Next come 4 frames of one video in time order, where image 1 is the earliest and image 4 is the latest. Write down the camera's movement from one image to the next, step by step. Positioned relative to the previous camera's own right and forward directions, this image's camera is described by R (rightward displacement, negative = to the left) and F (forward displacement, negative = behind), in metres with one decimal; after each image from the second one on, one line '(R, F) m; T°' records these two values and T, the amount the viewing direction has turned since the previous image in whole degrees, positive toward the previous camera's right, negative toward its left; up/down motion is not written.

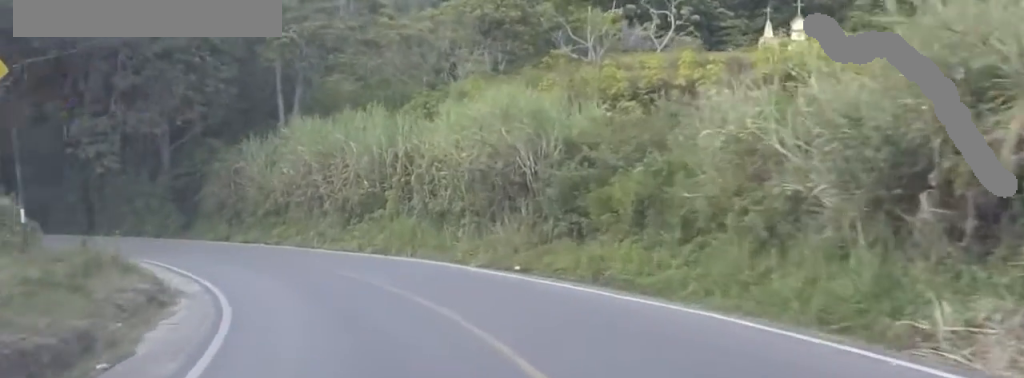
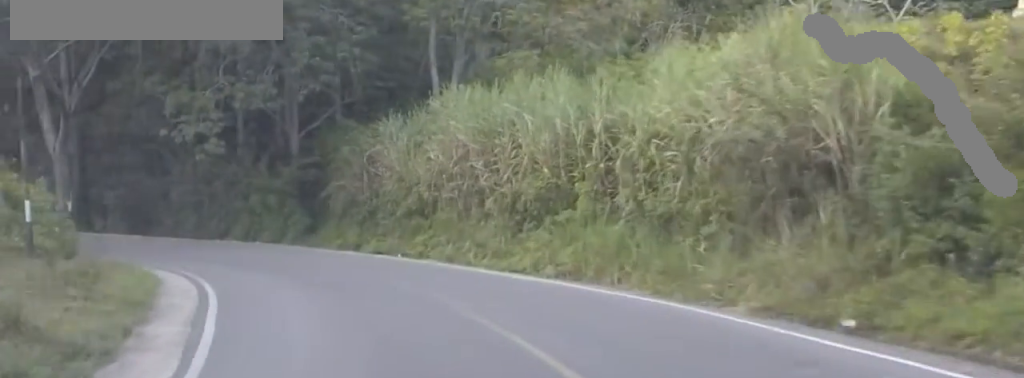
(0.0, +11.0) m; -12°
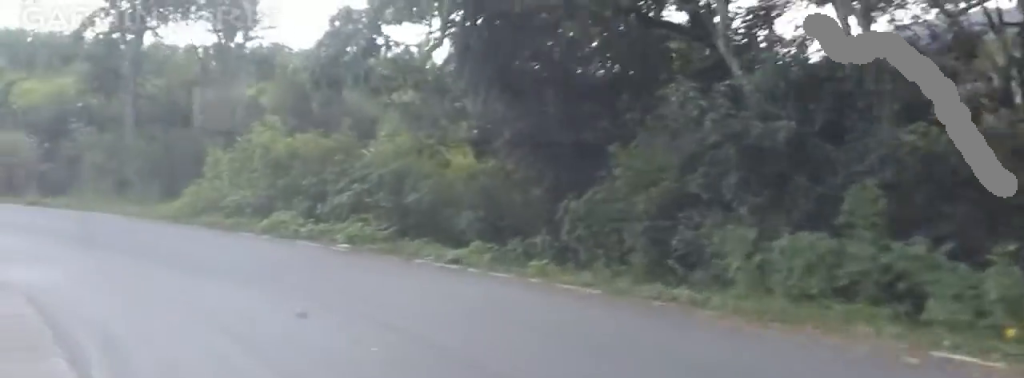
(-17.9, +32.0) m; -62°
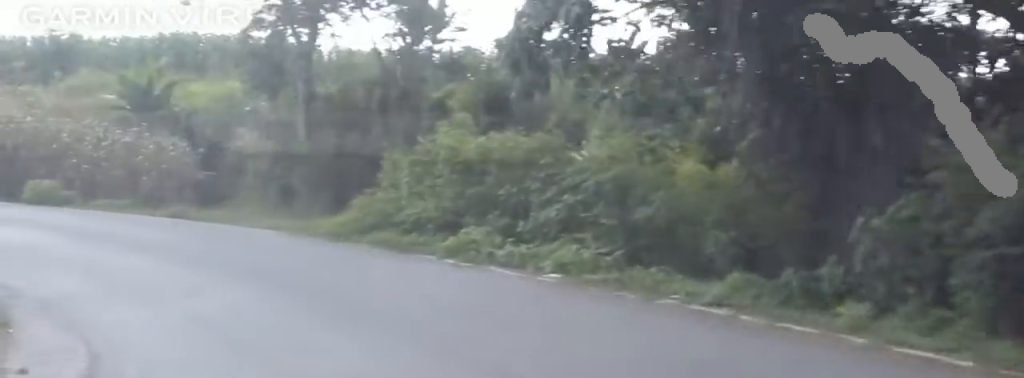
(-0.3, +3.9) m; -12°
